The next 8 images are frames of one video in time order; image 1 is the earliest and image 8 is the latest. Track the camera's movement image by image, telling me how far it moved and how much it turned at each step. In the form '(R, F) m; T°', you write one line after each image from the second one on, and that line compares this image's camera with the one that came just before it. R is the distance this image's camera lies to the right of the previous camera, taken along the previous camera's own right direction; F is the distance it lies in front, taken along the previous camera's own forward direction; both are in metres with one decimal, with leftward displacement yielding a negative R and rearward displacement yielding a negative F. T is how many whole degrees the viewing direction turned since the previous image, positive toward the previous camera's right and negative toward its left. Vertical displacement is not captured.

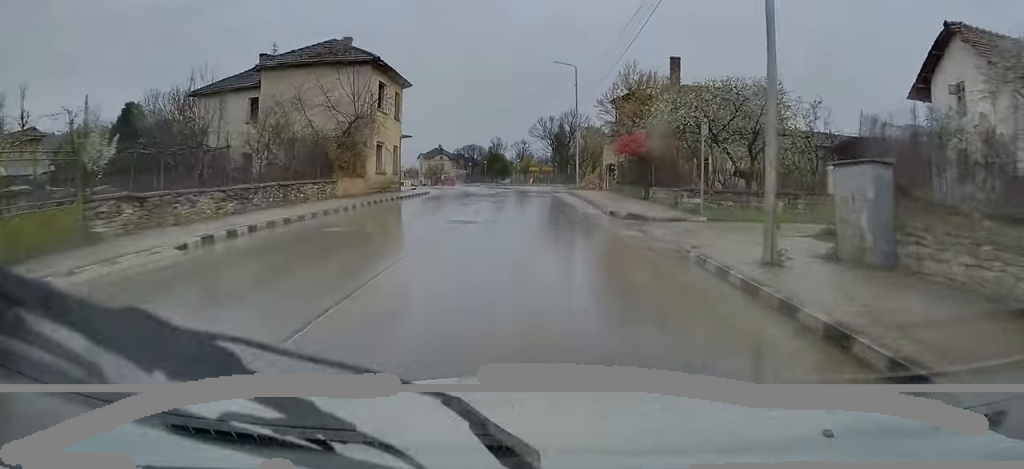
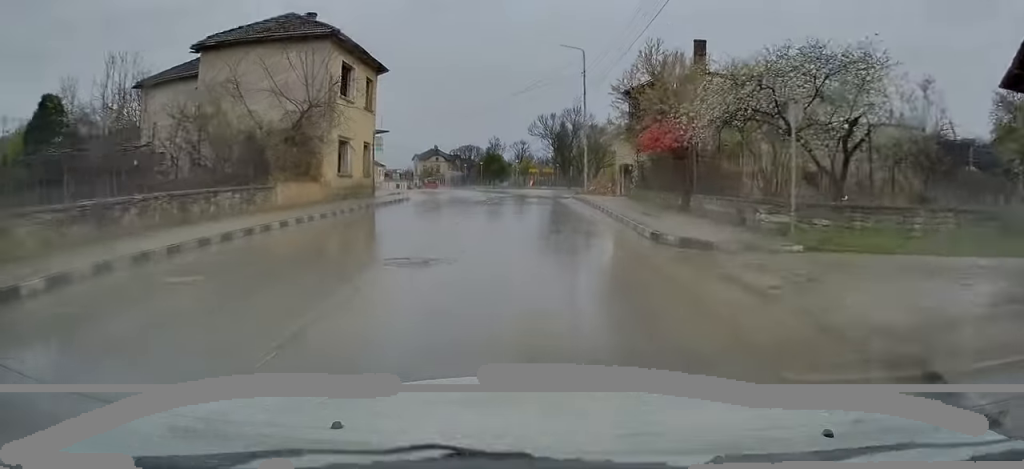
(+0.1, +6.5) m; 0°
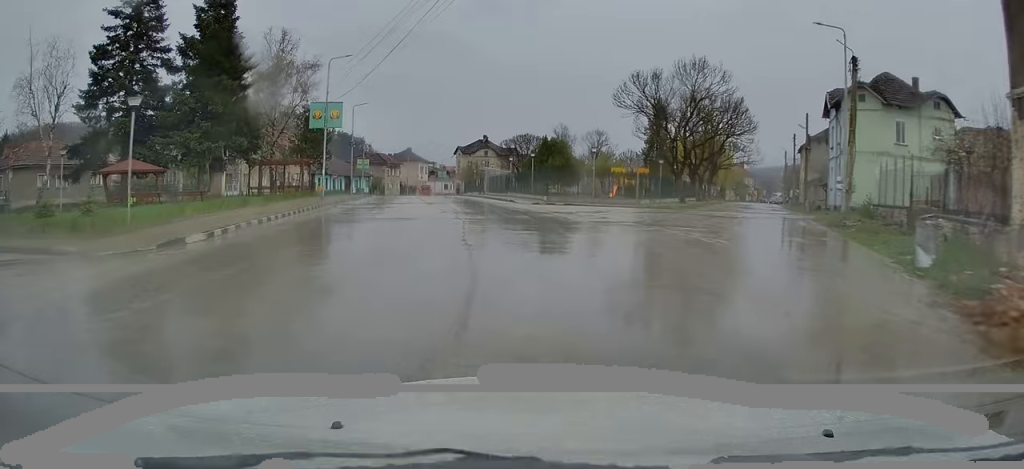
(-1.2, +34.4) m; -7°
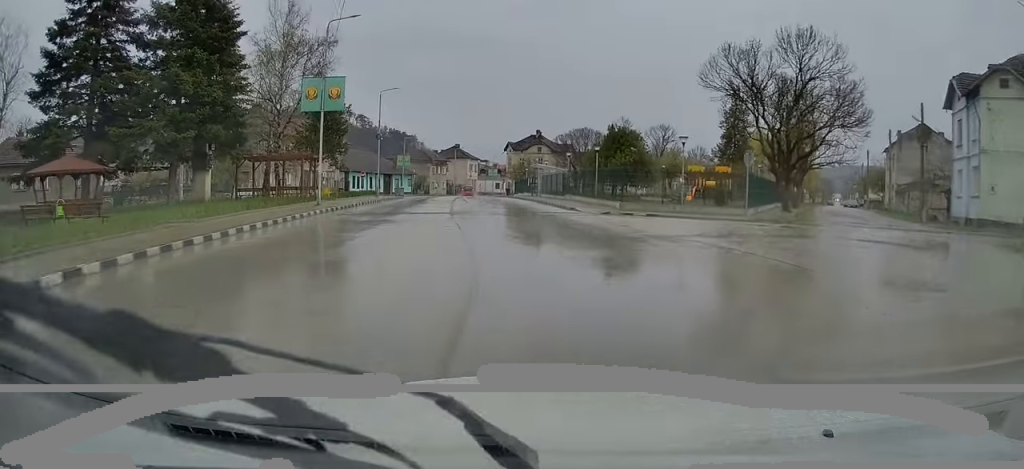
(-0.4, +9.9) m; -3°
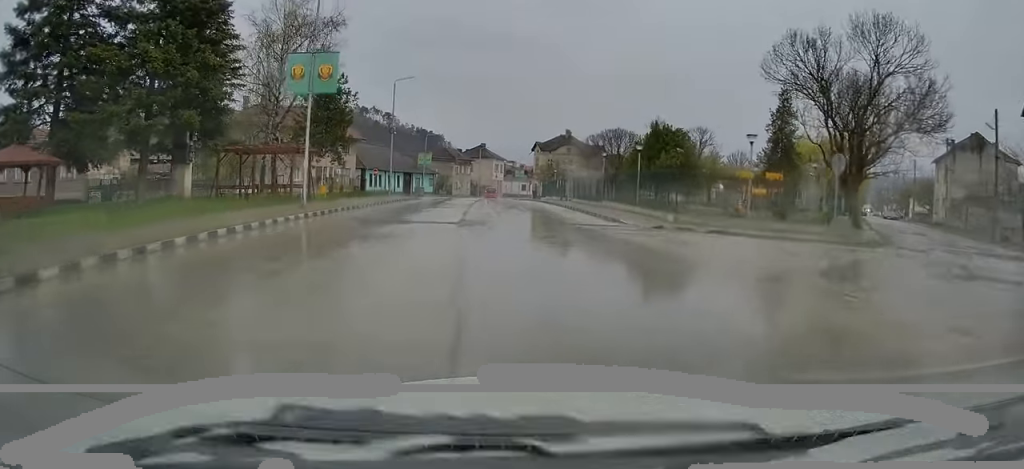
(-0.1, +5.4) m; -1°
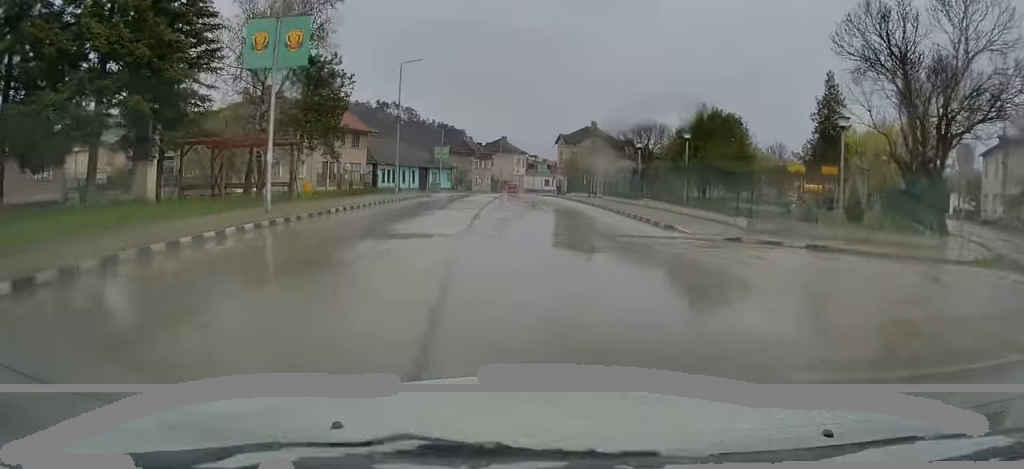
(-0.1, +5.5) m; -1°
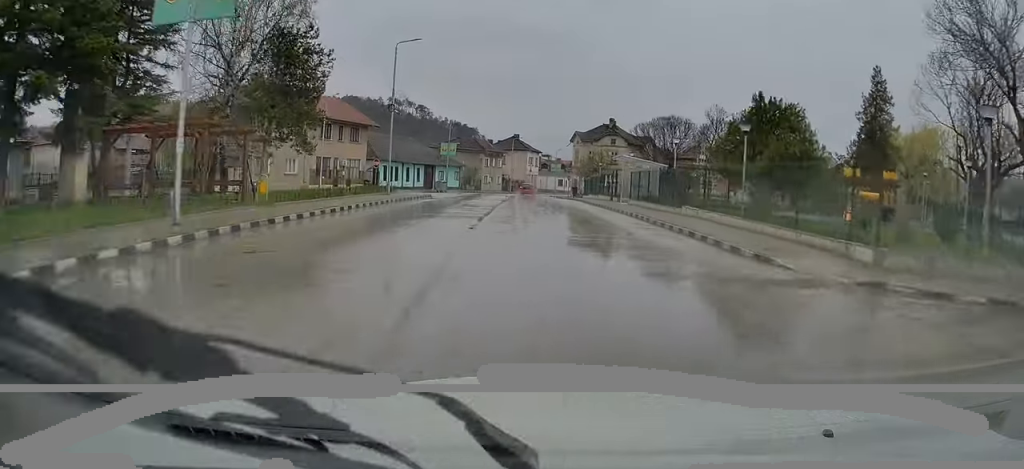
(0.0, +5.9) m; -2°
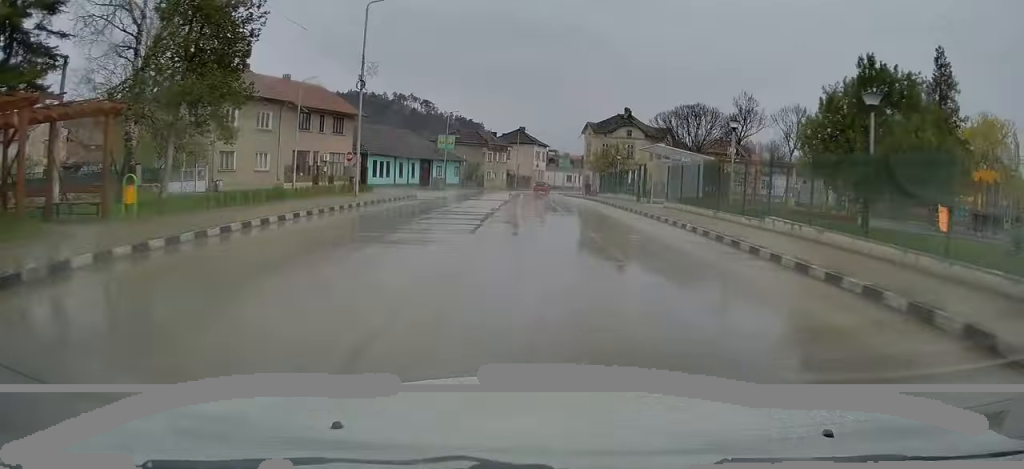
(-0.2, +8.1) m; -1°
